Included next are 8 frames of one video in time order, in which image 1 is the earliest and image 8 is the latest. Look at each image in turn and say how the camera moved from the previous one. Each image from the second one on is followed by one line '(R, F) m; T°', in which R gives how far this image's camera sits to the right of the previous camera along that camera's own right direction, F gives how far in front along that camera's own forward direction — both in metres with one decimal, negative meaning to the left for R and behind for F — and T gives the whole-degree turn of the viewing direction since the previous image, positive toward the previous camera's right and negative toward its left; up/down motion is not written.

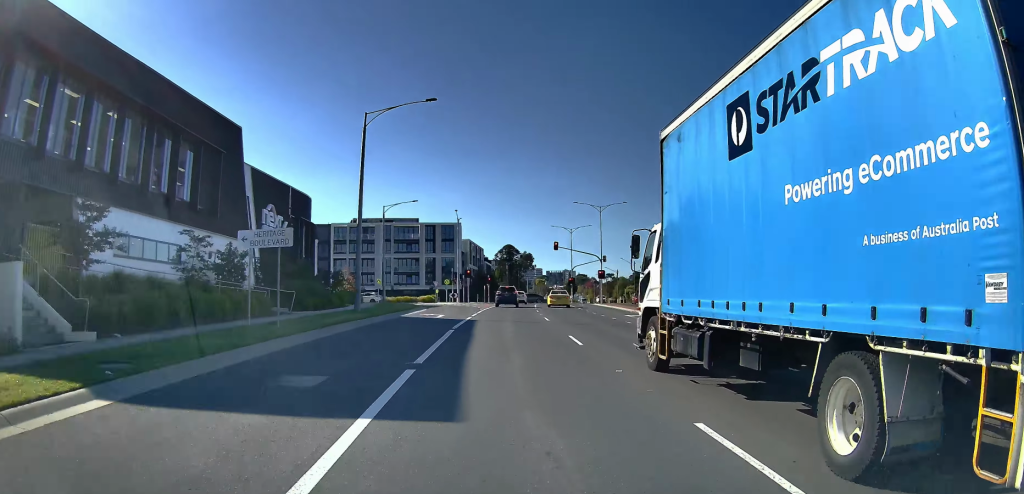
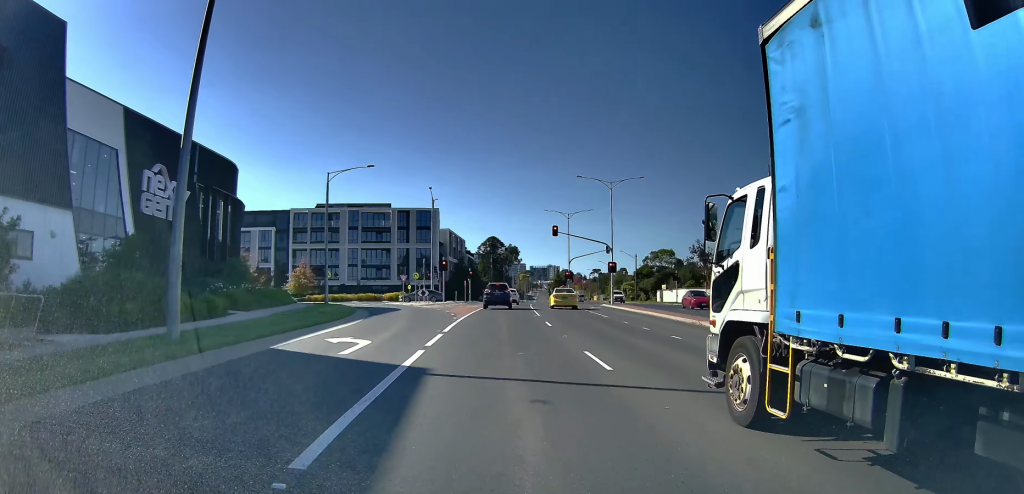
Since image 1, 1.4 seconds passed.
(+0.4, +17.1) m; +1°
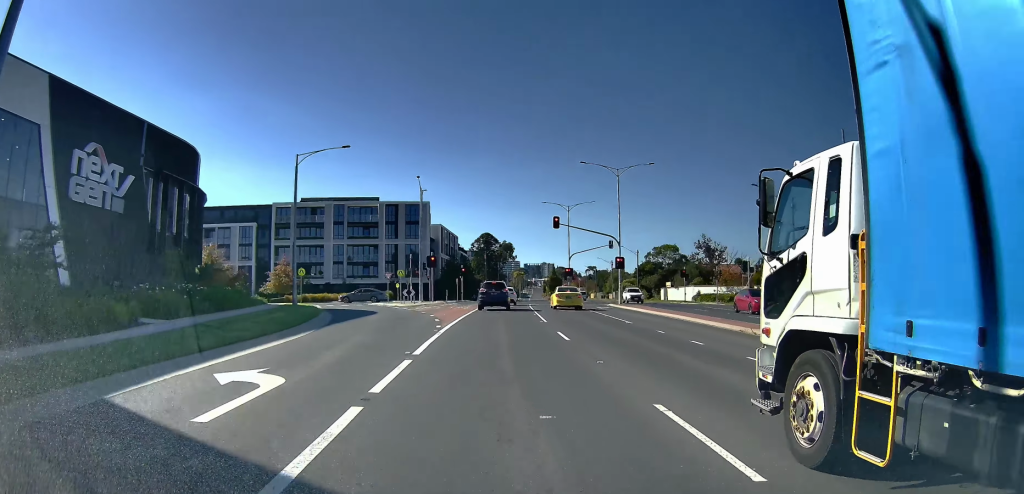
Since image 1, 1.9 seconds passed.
(-0.2, +6.5) m; -1°
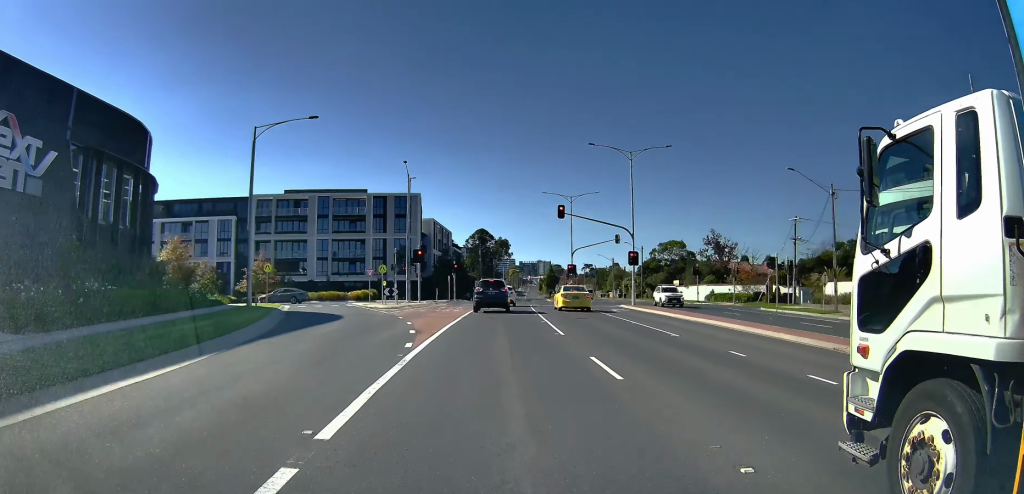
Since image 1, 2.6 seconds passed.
(-0.1, +7.3) m; -1°
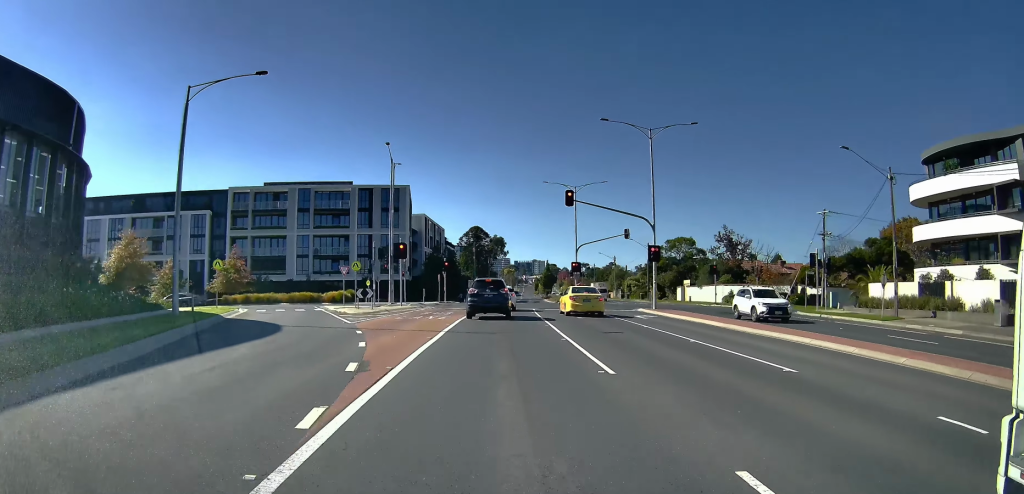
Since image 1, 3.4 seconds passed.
(0.0, +8.1) m; 0°
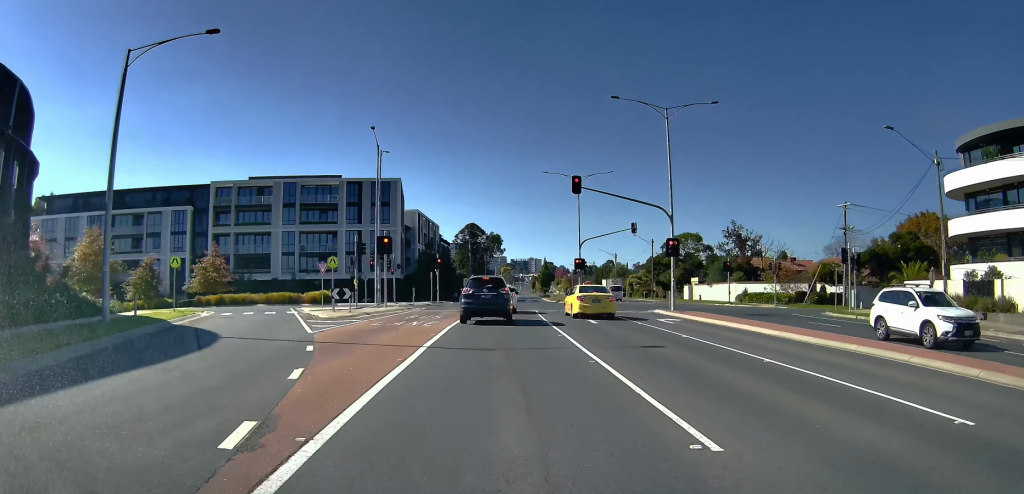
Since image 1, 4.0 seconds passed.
(0.0, +5.1) m; +1°
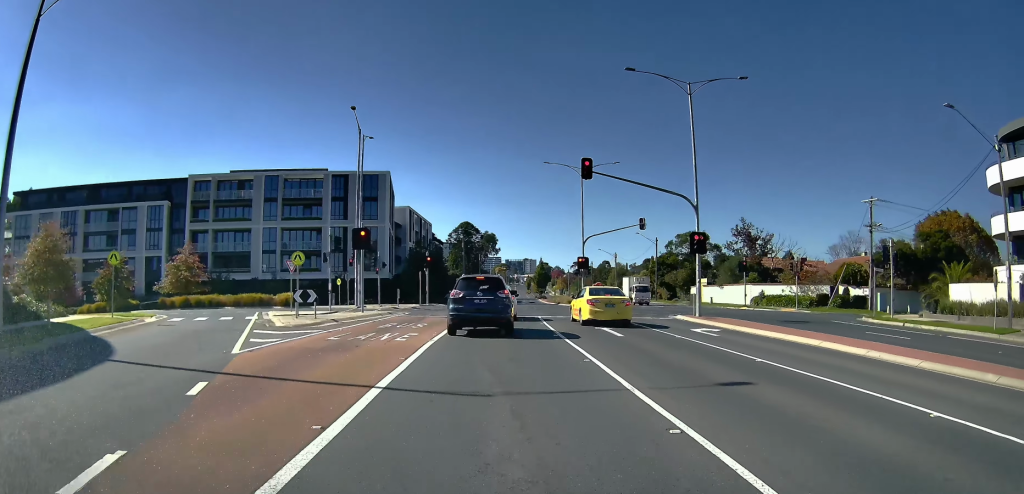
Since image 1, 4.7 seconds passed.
(+0.1, +5.6) m; 0°
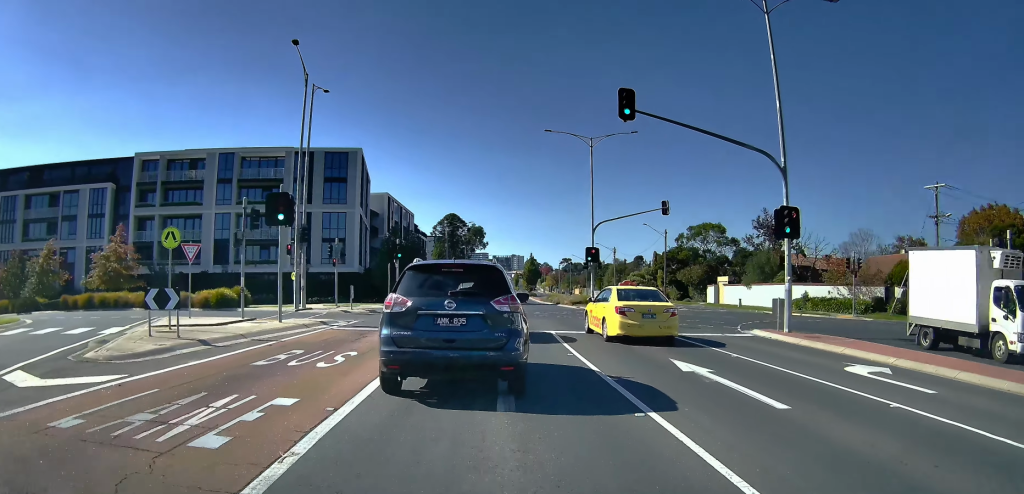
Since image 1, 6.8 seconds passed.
(-0.4, +11.8) m; -1°
